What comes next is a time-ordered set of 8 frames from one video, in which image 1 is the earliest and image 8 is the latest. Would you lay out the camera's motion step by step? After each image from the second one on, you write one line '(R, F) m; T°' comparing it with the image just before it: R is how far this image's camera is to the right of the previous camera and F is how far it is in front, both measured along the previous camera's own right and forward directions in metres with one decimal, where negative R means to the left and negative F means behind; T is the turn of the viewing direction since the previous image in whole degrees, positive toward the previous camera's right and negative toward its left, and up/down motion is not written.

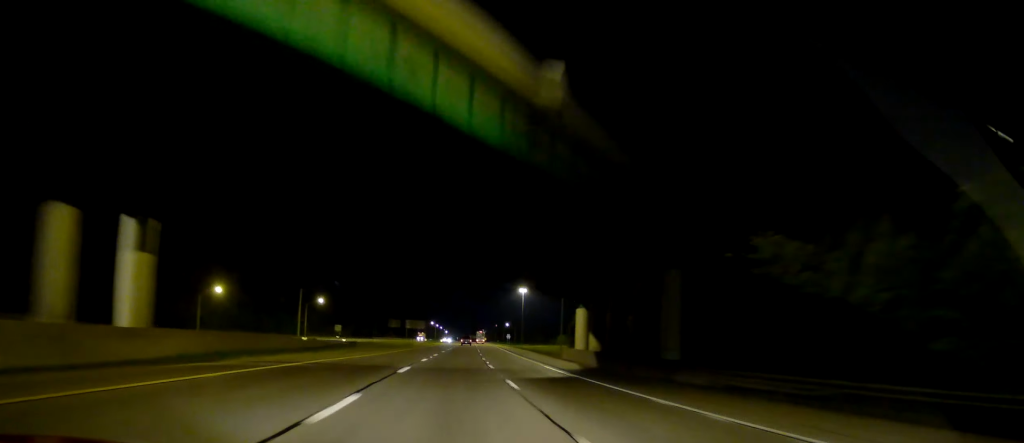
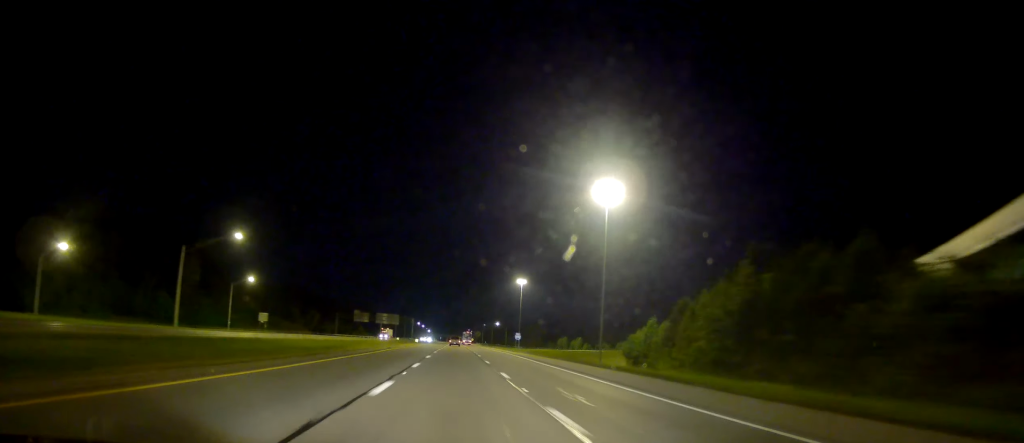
(+1.6, +56.8) m; +3°
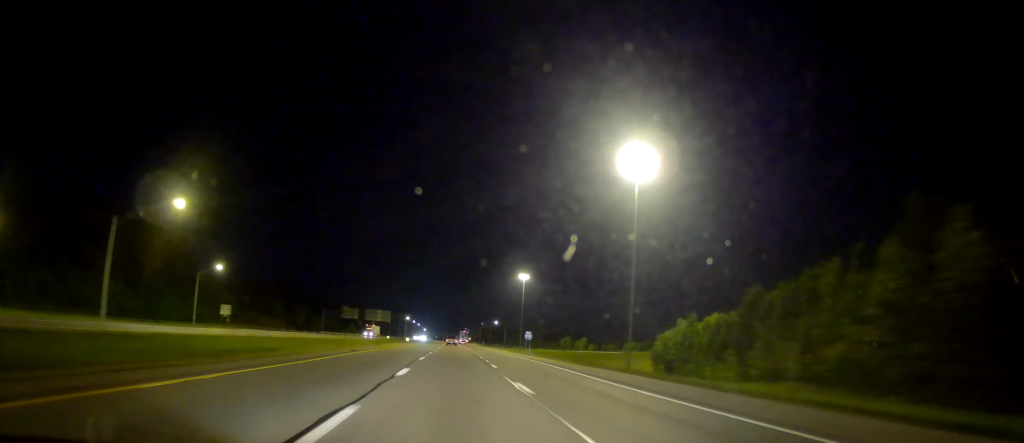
(-0.2, +18.7) m; +1°
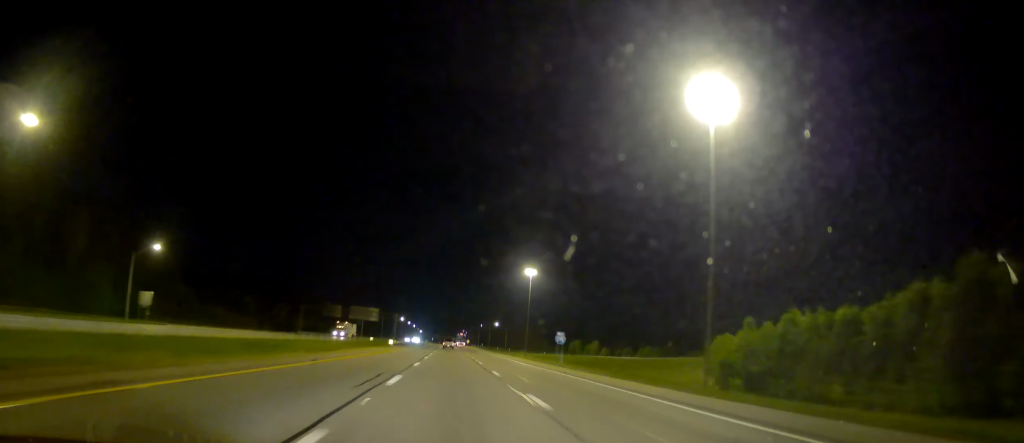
(+0.6, +27.5) m; +1°
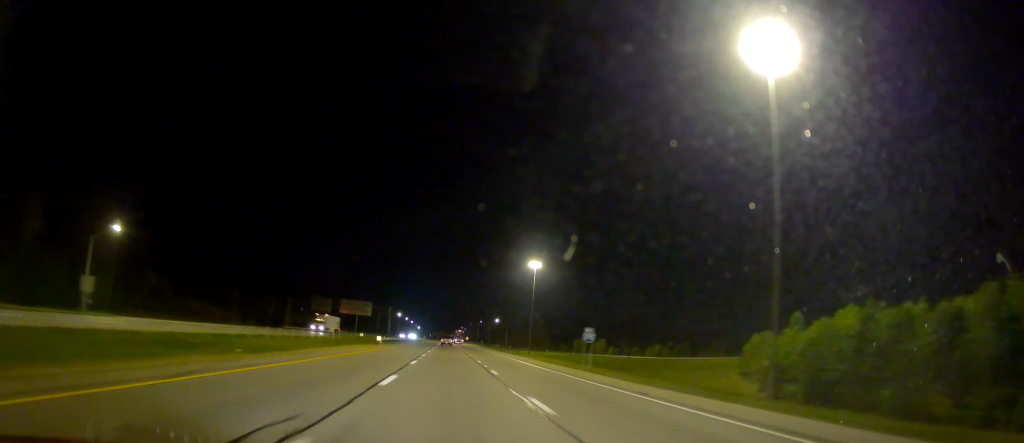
(+0.2, +13.1) m; 0°
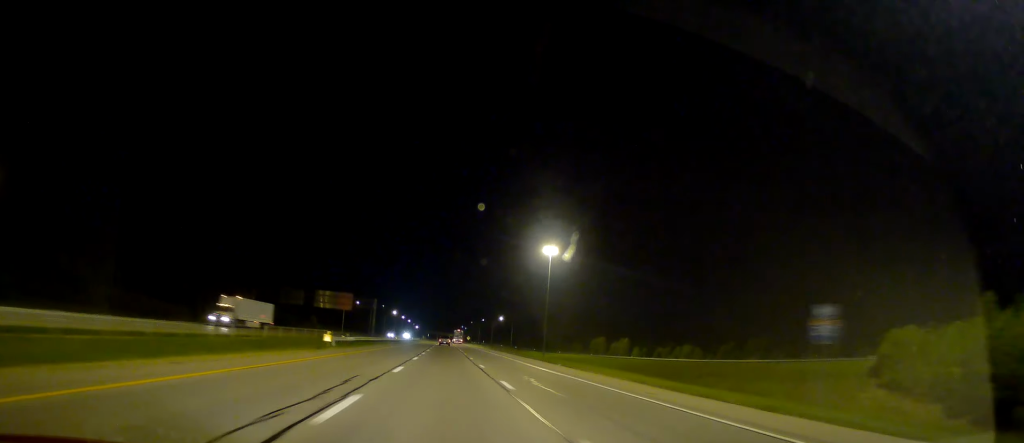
(-0.5, +31.7) m; -1°
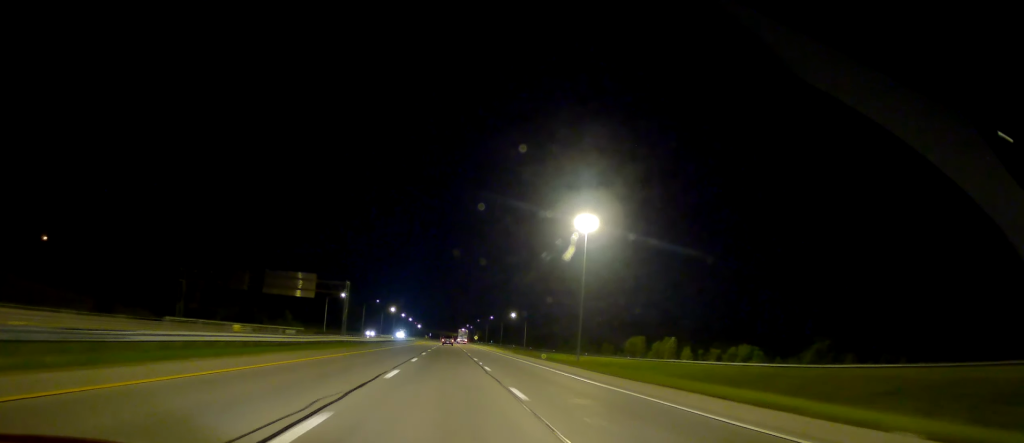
(+0.5, +40.8) m; +1°
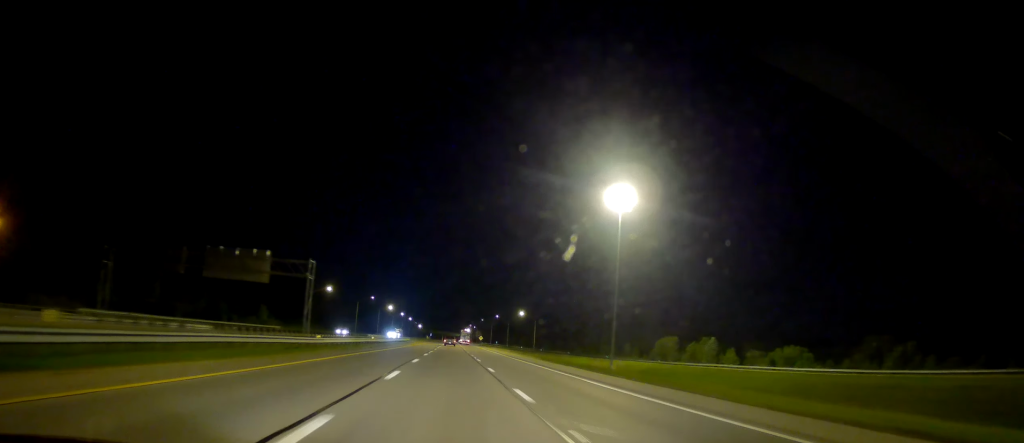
(+0.2, +24.6) m; 0°
